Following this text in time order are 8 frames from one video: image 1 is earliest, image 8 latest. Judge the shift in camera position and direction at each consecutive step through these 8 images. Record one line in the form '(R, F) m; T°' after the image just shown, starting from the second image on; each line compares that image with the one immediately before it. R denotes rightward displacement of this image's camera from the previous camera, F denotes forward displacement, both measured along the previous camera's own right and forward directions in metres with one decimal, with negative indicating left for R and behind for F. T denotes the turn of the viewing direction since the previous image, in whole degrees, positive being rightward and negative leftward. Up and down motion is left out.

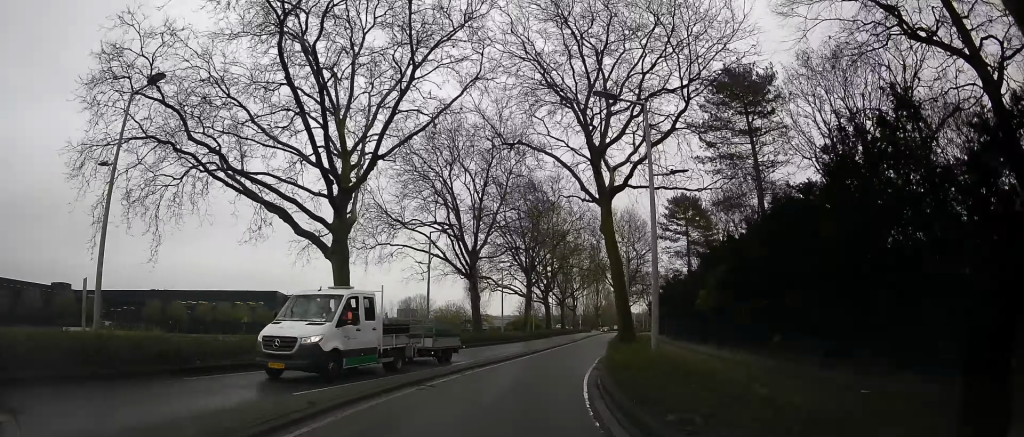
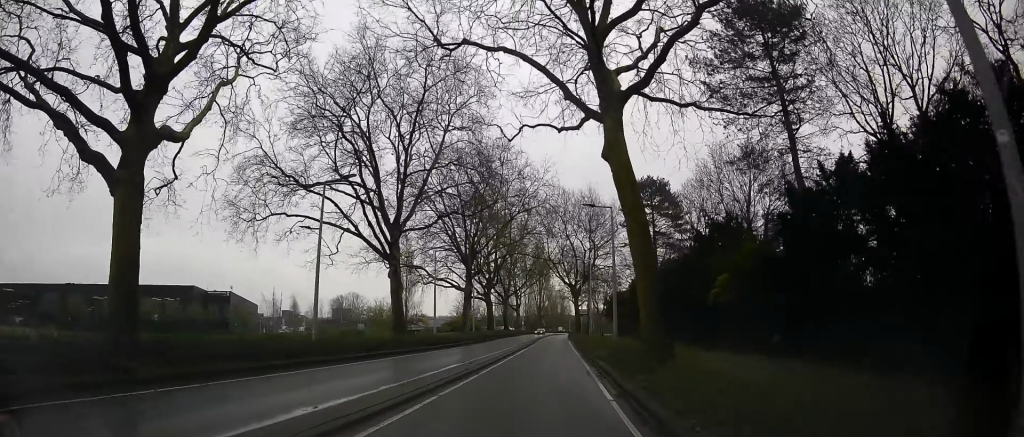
(+1.1, +10.3) m; +9°
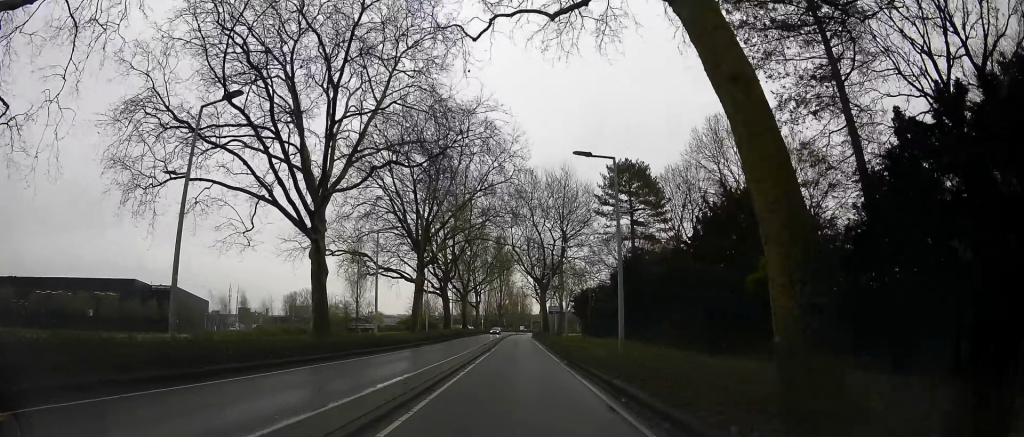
(+1.2, +7.0) m; +4°
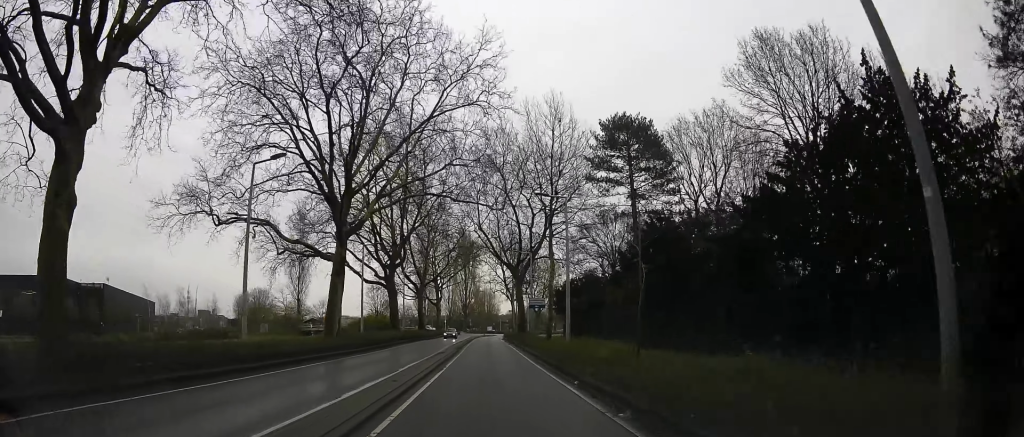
(-1.1, +12.4) m; +3°
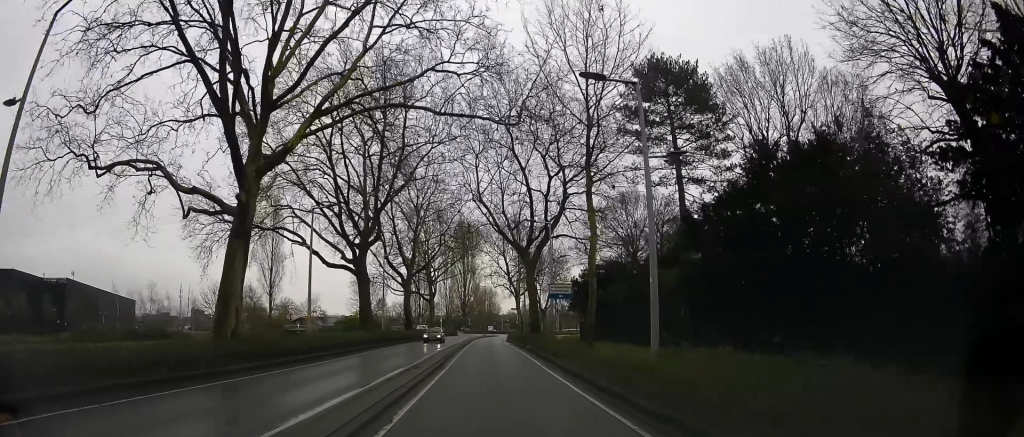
(+1.4, +9.9) m; +10°
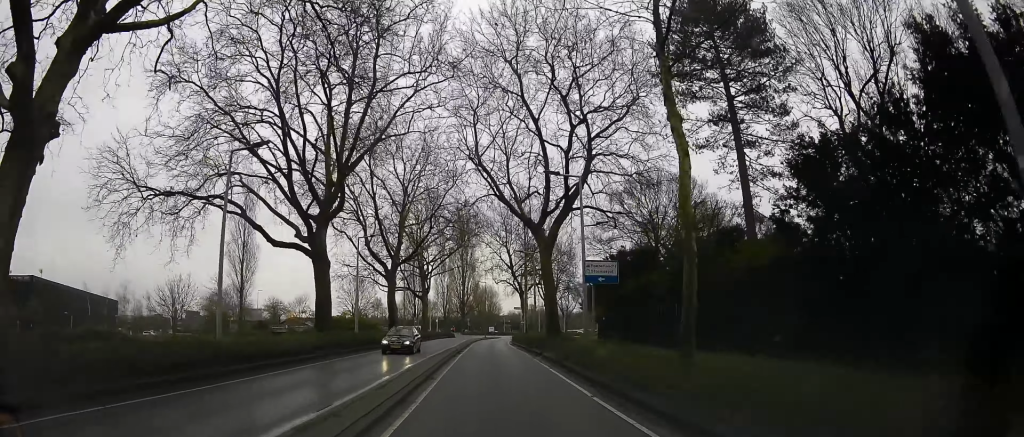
(+0.5, +8.4) m; +1°
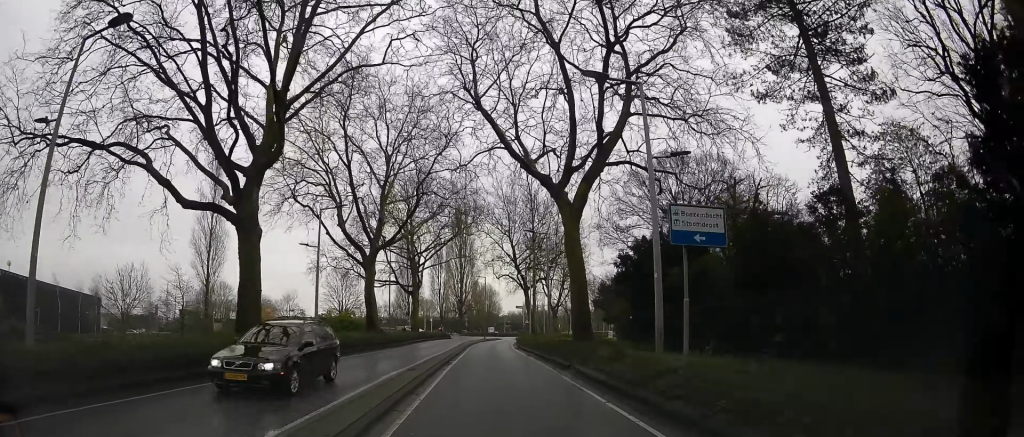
(+0.2, +7.7) m; -1°
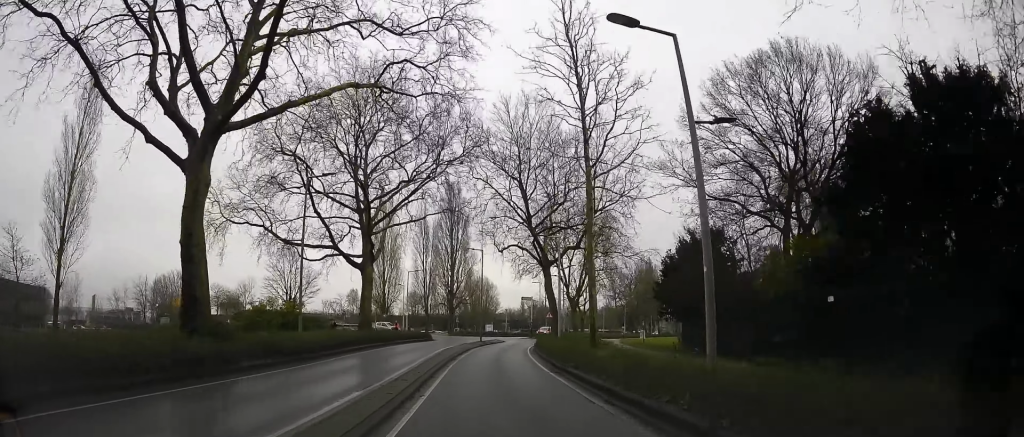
(-1.1, +21.5) m; -2°
